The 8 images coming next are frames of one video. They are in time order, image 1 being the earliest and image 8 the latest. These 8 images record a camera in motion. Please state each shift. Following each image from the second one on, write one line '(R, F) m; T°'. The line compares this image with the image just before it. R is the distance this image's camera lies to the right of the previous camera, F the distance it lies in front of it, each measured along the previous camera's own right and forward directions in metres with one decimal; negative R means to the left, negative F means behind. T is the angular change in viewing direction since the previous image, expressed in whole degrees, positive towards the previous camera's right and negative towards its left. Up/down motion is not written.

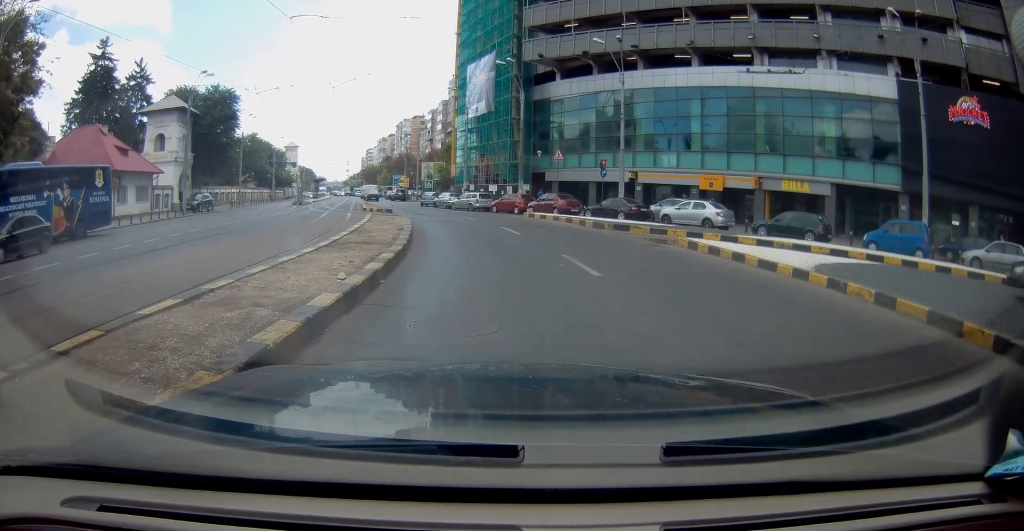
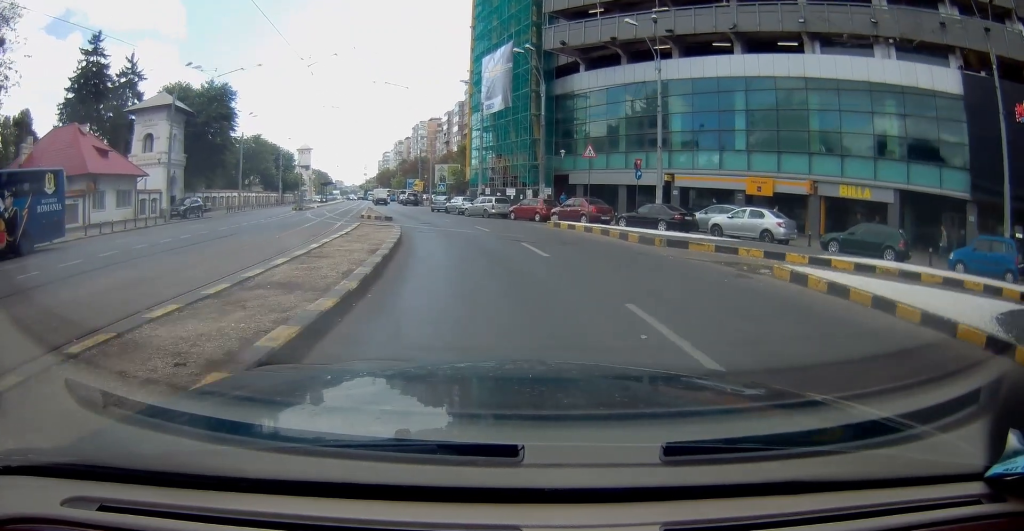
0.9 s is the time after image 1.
(-0.3, +5.6) m; -3°
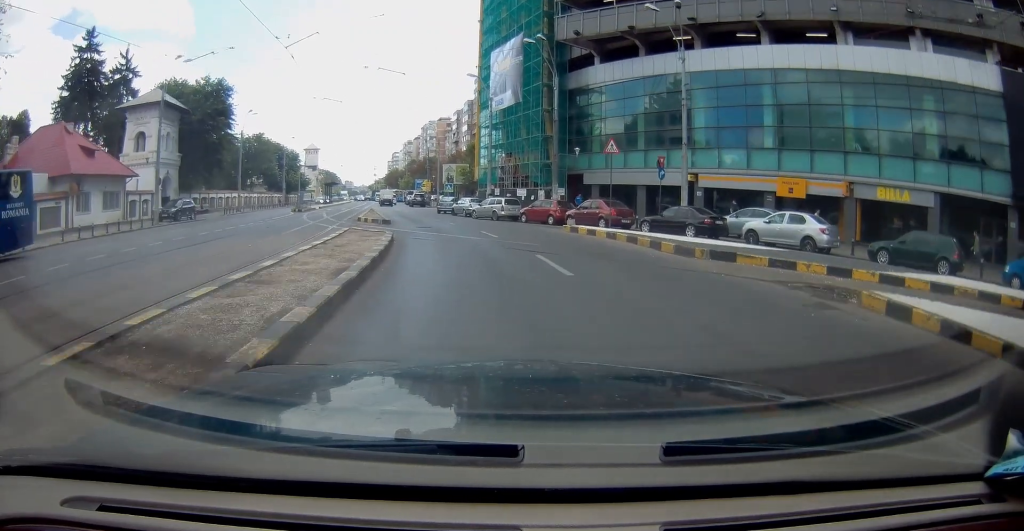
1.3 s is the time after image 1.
(0.0, +3.1) m; -2°
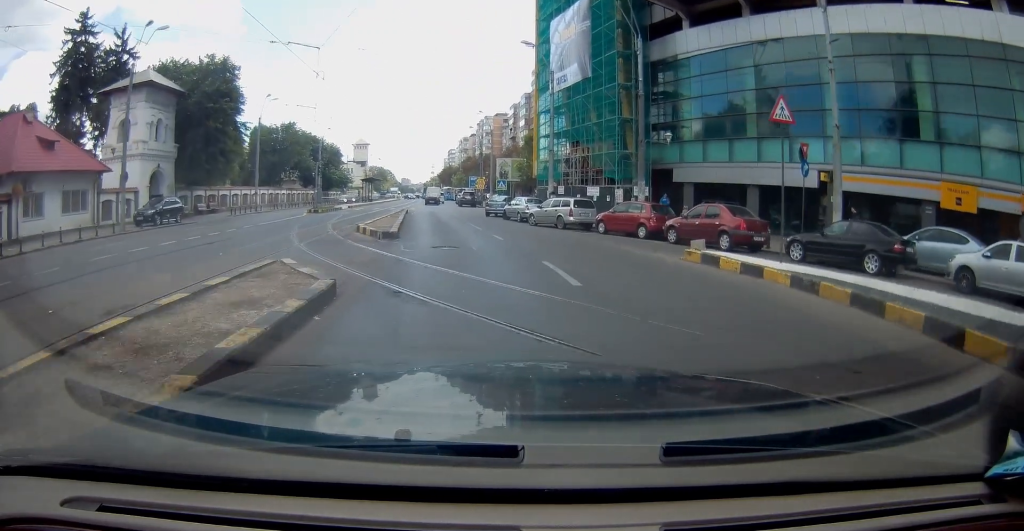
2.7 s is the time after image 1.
(-0.7, +10.8) m; -9°
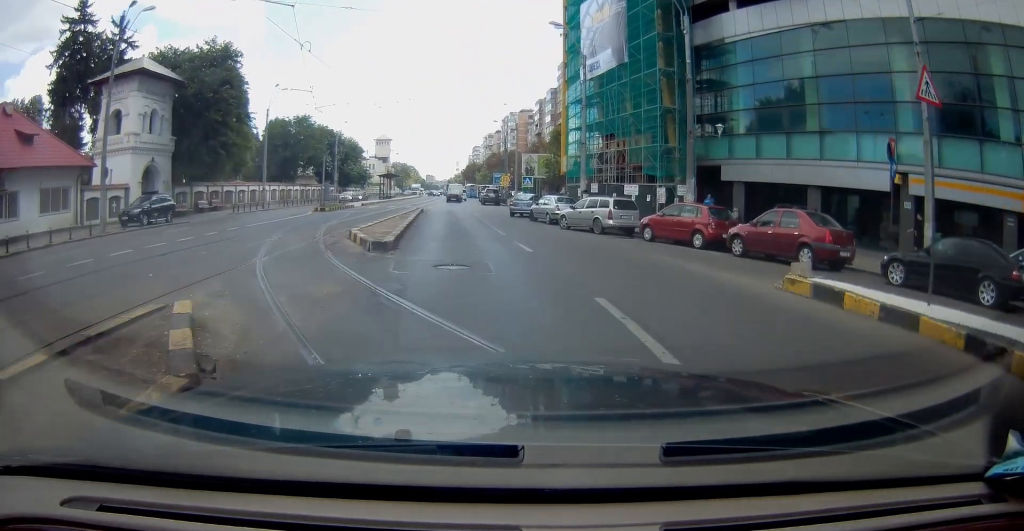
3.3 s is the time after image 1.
(-0.2, +4.6) m; -4°
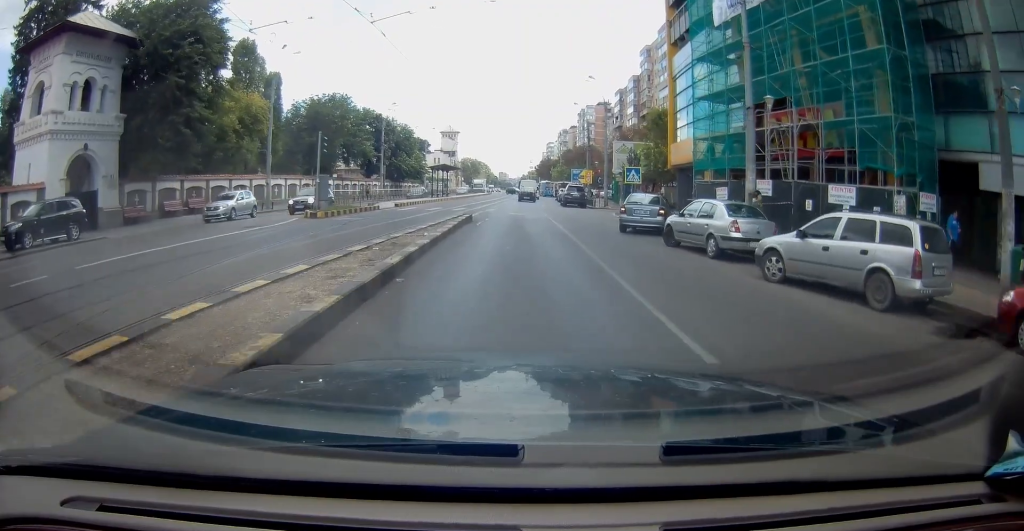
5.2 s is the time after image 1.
(-1.2, +16.1) m; -5°
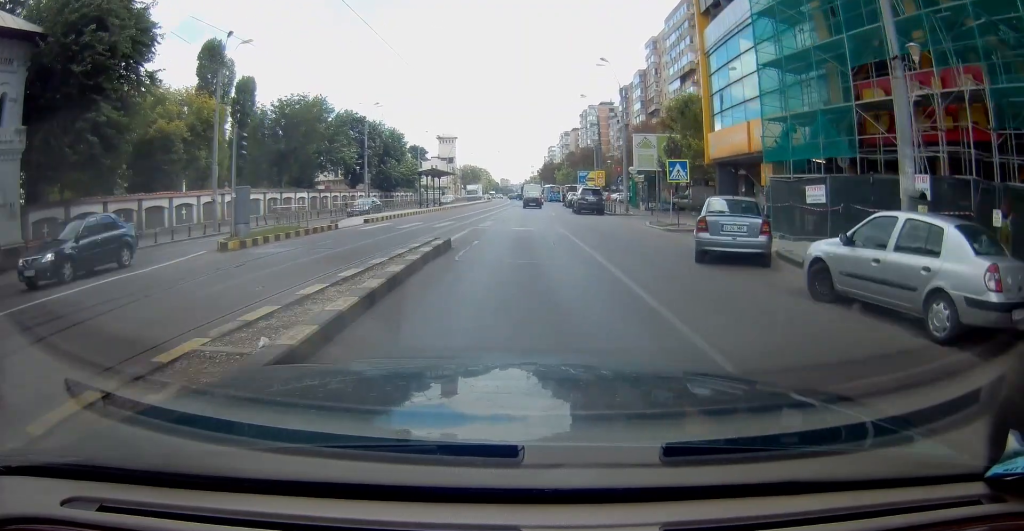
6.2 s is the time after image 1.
(+0.1, +8.4) m; +4°
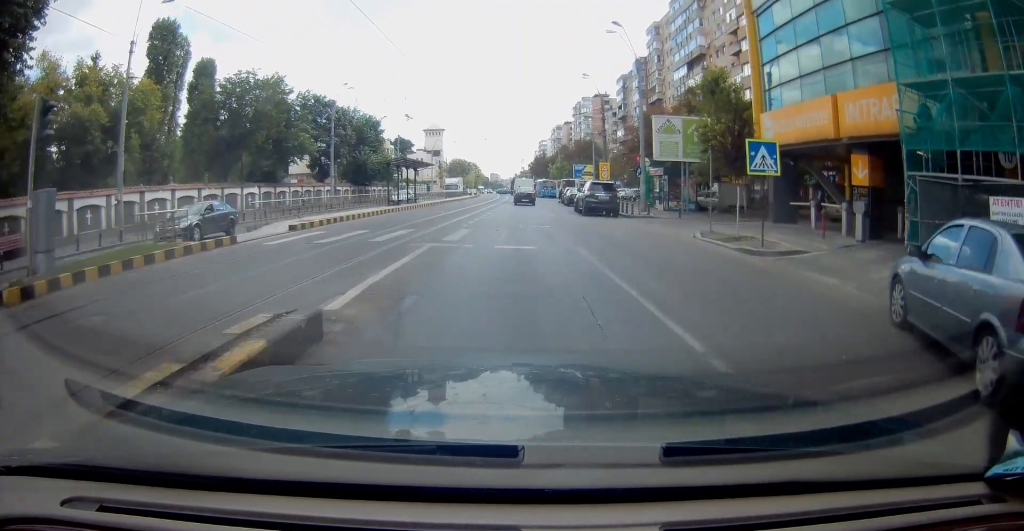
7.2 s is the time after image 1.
(+0.4, +8.6) m; +3°
